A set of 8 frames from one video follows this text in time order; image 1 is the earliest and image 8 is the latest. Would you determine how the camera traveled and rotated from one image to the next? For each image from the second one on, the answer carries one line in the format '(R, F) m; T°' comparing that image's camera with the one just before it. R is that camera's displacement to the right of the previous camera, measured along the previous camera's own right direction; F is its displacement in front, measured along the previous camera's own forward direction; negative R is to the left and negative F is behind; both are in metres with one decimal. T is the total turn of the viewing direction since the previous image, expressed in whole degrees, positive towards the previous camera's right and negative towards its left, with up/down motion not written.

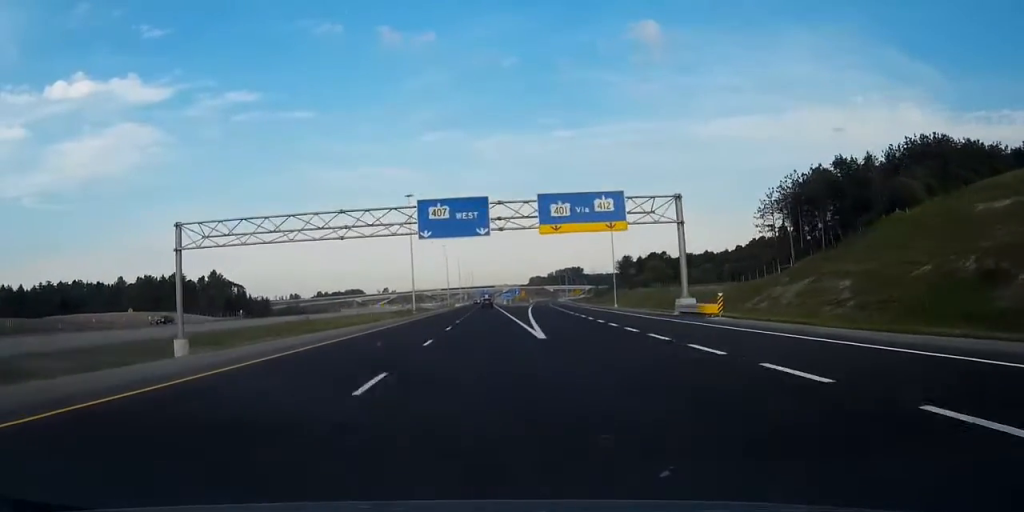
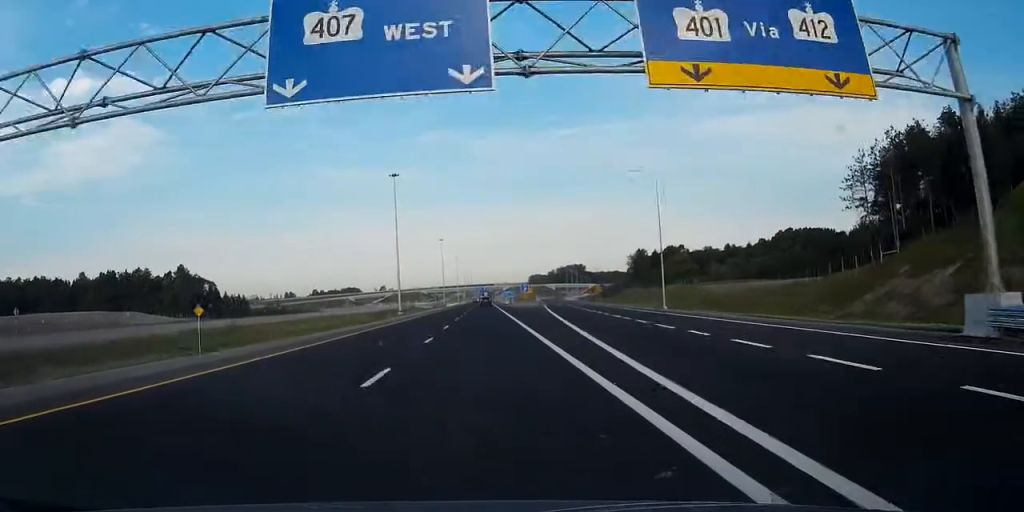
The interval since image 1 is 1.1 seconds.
(0.0, +34.8) m; 0°
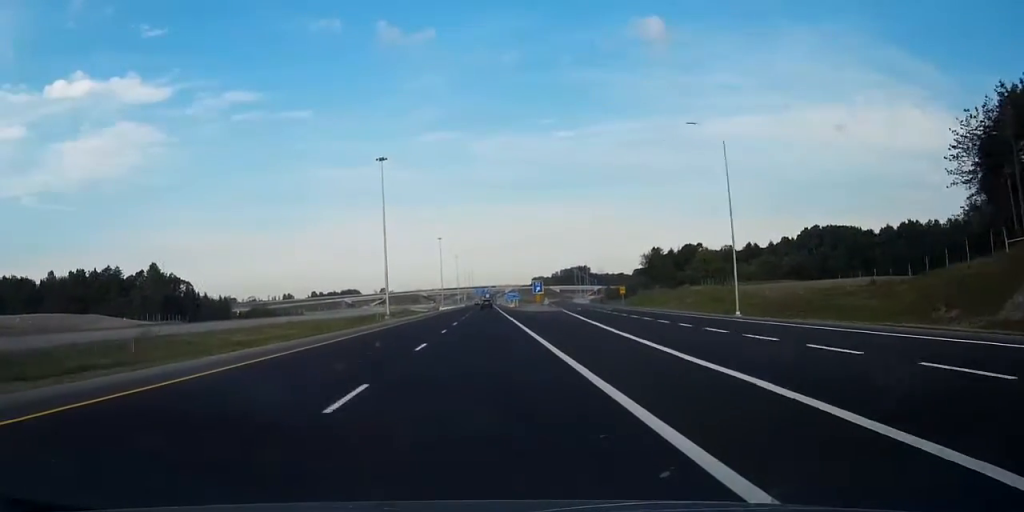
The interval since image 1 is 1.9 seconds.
(0.0, +26.3) m; 0°
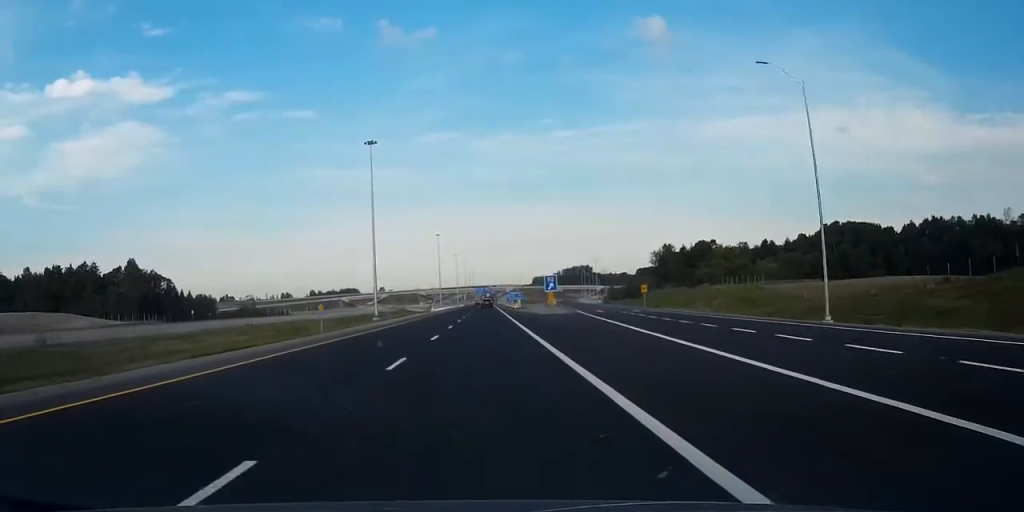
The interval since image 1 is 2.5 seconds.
(0.0, +17.9) m; 0°
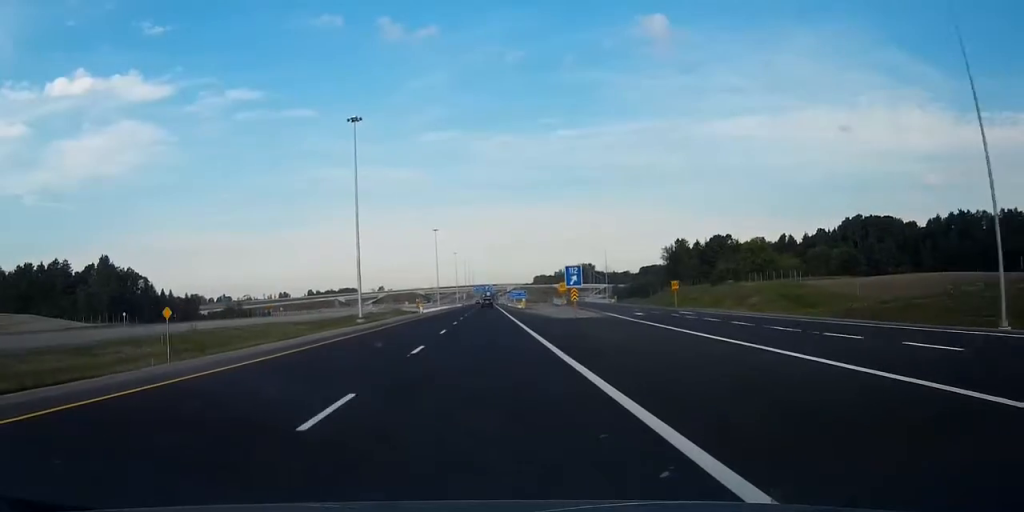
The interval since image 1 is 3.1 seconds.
(0.0, +18.9) m; 0°
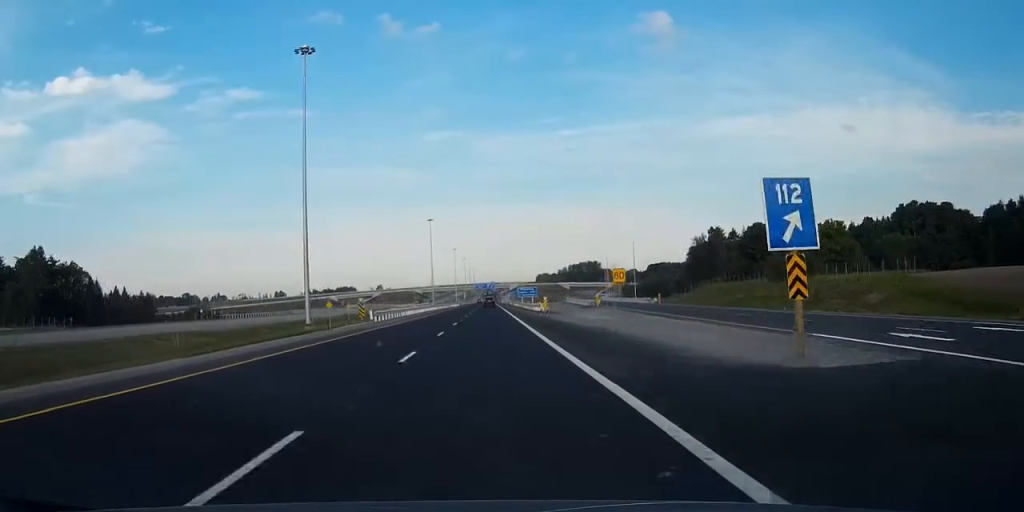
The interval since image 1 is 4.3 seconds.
(-0.2, +38.9) m; 0°
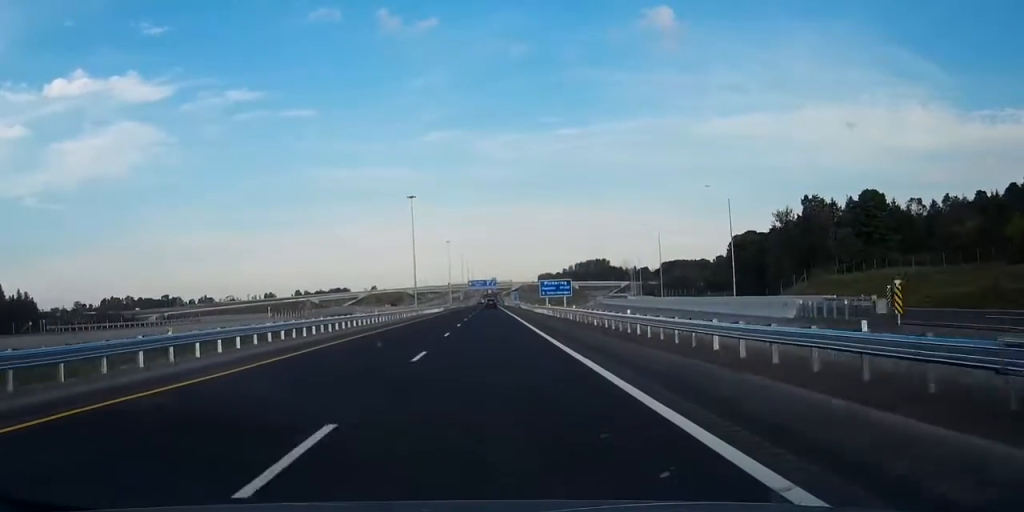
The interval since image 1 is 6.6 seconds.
(+0.3, +70.5) m; 0°
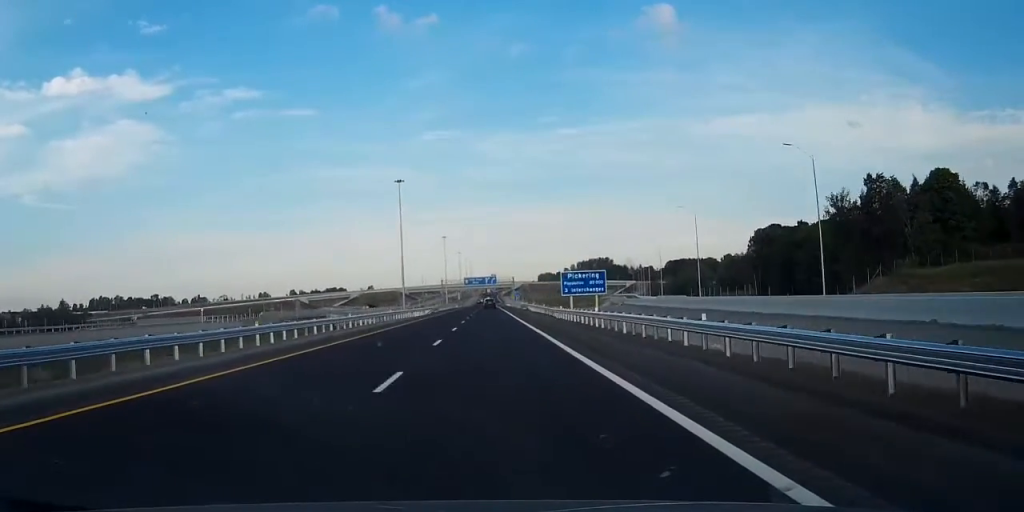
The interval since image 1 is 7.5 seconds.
(0.0, +29.5) m; 0°
